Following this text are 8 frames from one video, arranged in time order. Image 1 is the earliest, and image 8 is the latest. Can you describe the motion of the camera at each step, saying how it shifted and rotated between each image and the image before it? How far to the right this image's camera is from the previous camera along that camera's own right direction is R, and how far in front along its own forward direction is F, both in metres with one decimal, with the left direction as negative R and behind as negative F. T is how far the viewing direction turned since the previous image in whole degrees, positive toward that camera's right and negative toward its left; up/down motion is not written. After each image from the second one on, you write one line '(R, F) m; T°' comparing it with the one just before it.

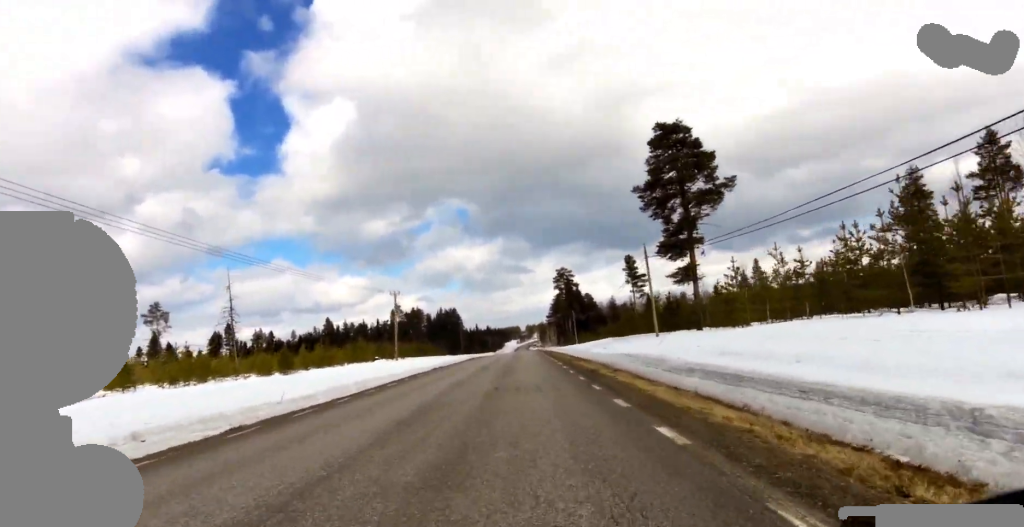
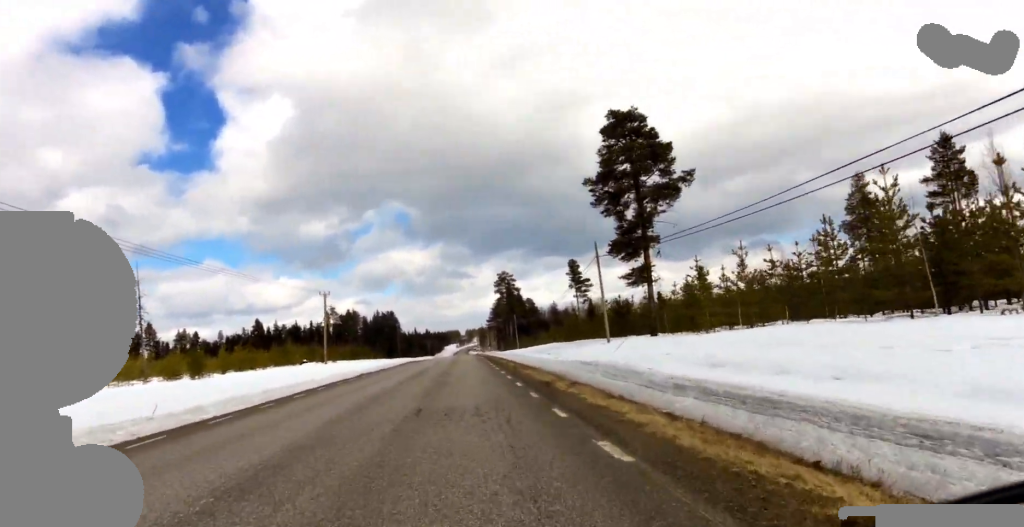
(0.0, +3.6) m; 0°
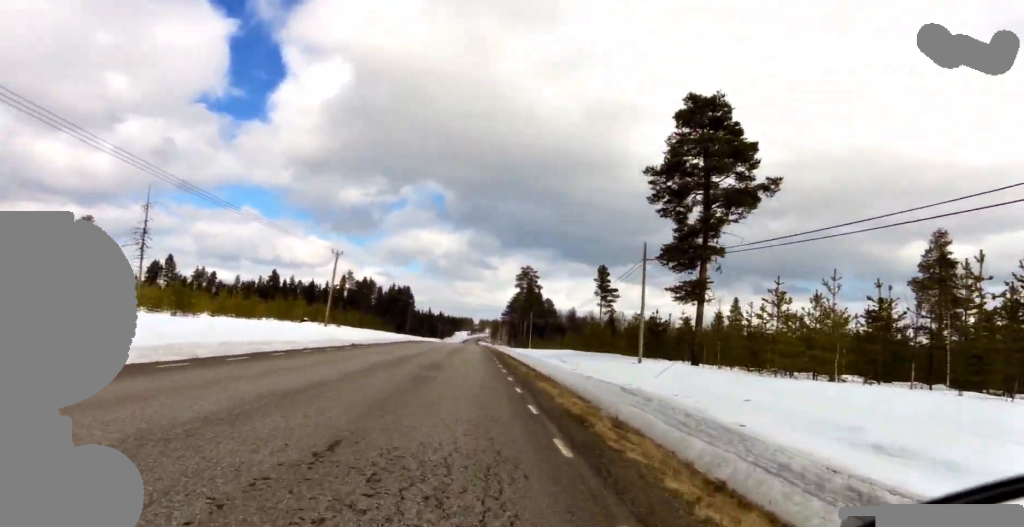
(0.0, +5.1) m; +1°
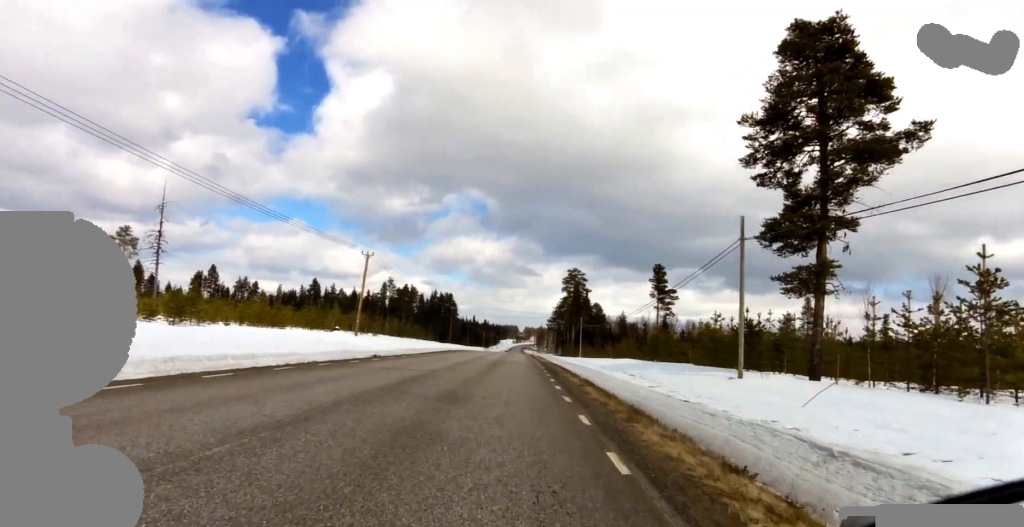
(0.0, +6.3) m; +3°
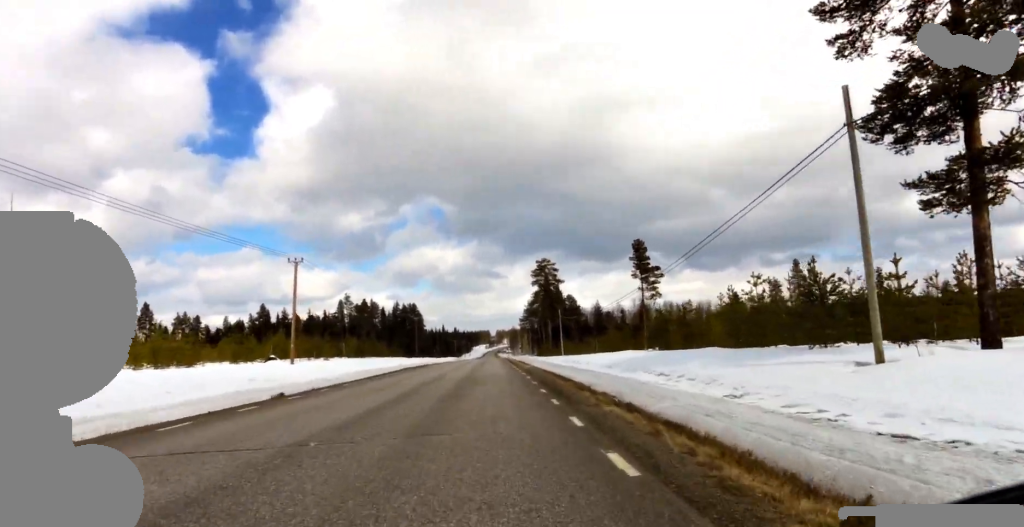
(+0.2, +9.3) m; -3°
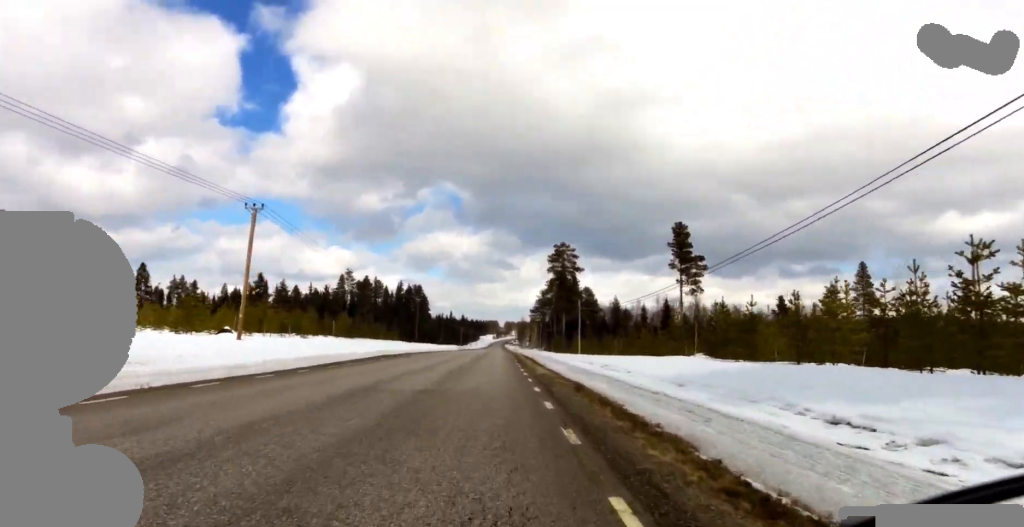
(-0.2, +10.6) m; +2°
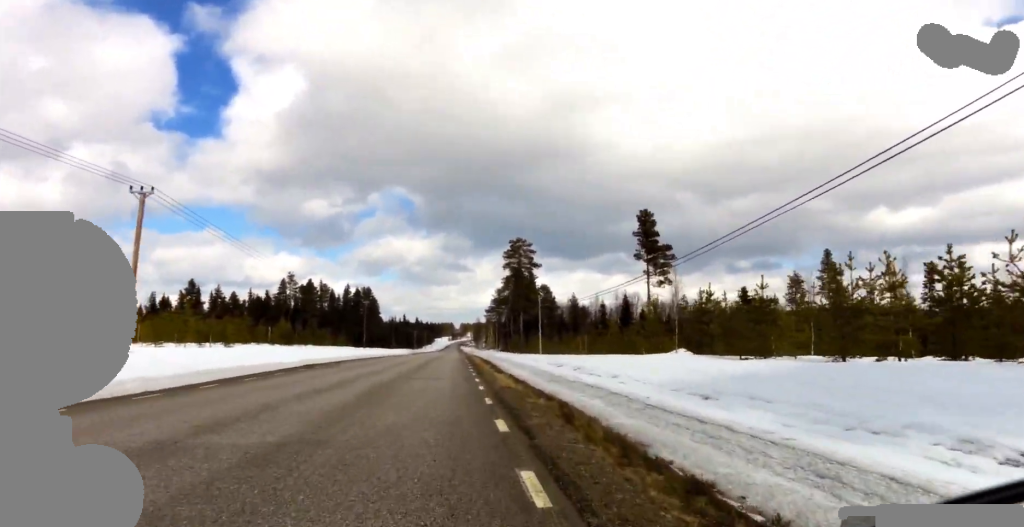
(+0.2, +5.4) m; 0°
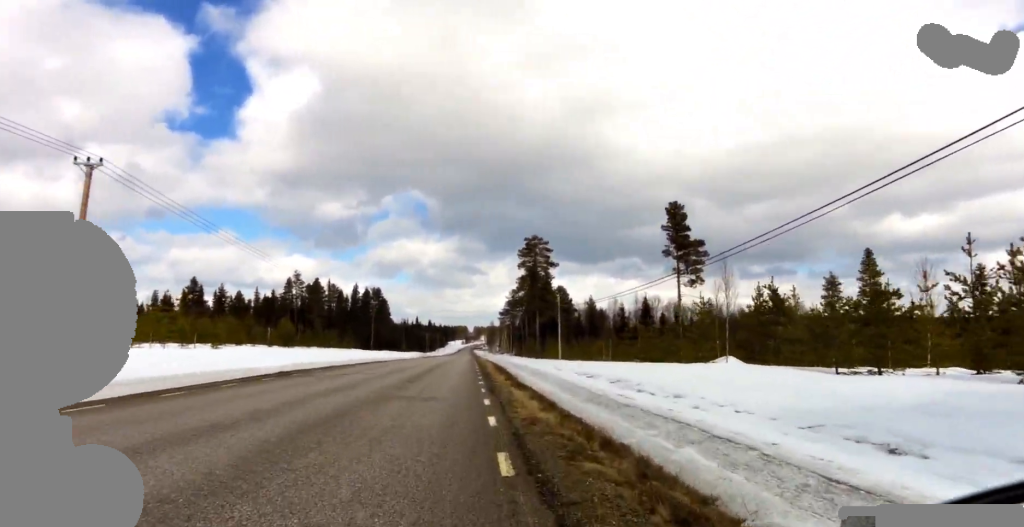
(-0.2, +4.9) m; -5°
